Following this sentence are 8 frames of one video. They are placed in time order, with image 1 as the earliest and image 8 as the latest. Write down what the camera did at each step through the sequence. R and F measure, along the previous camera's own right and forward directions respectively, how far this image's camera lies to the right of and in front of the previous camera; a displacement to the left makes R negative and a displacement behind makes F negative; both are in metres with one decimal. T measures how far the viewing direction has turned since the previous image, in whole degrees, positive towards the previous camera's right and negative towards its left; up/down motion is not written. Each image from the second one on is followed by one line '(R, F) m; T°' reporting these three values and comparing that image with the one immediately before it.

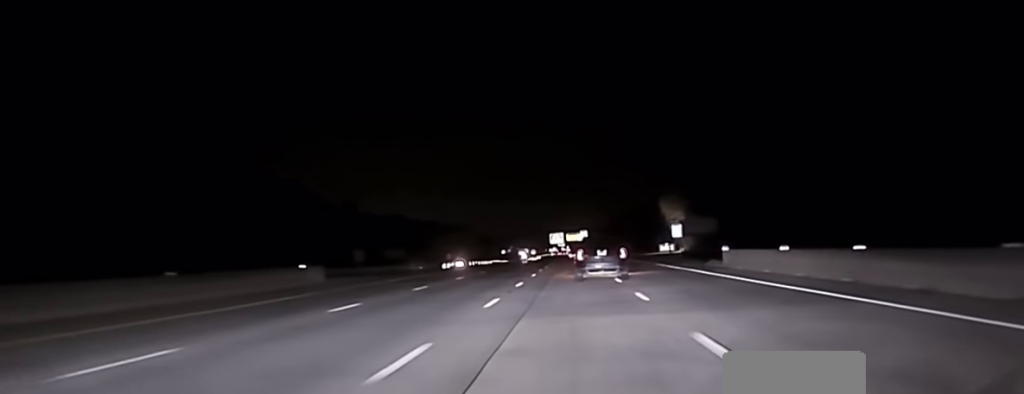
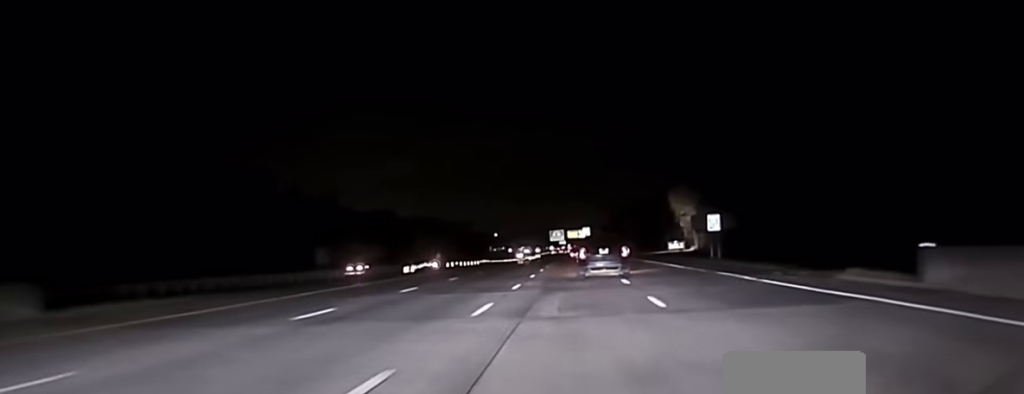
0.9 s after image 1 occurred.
(+0.1, +28.5) m; 0°
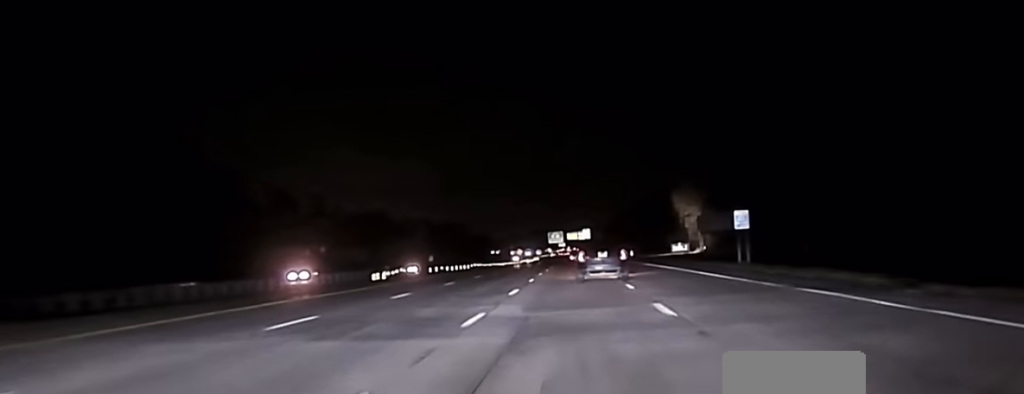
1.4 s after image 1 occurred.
(+0.1, +13.9) m; 0°
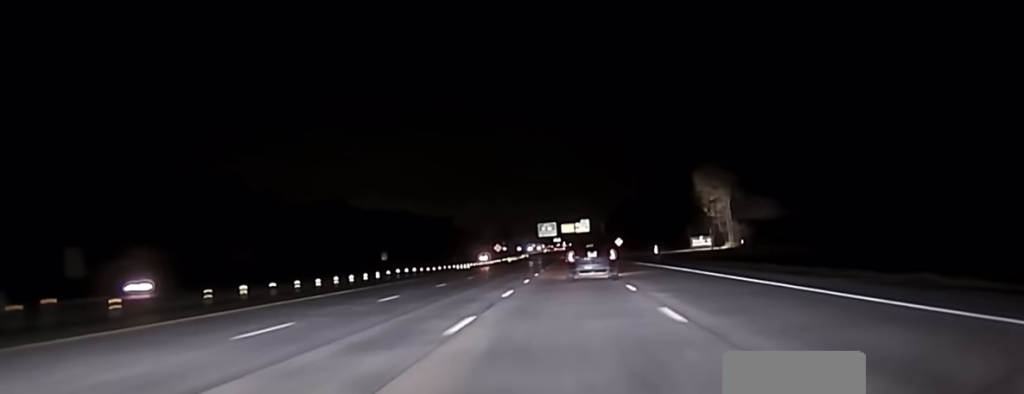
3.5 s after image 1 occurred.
(-0.9, +71.0) m; 0°
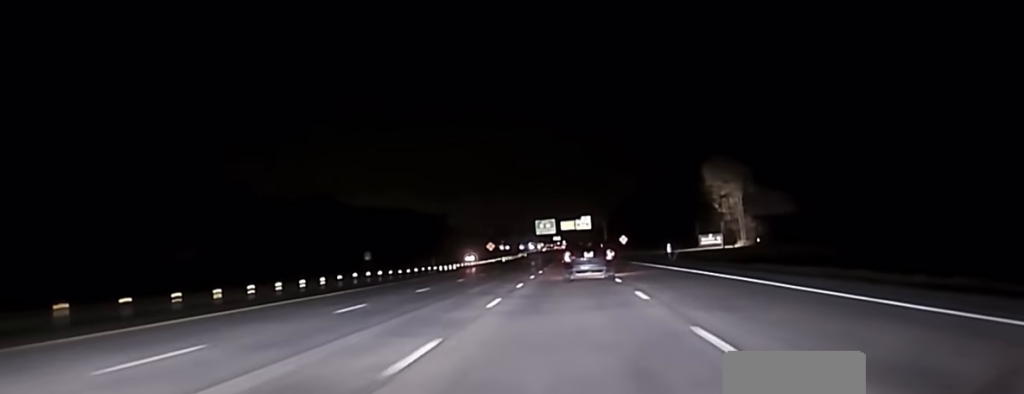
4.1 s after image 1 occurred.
(+0.3, +17.9) m; 0°
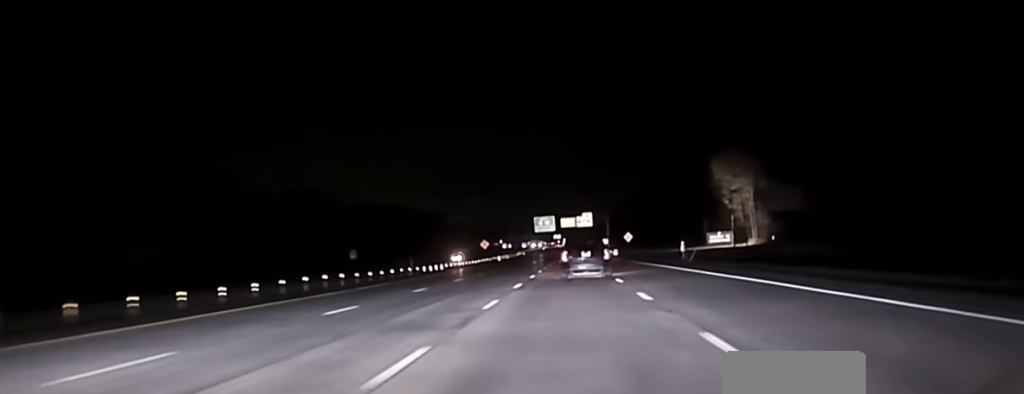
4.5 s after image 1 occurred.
(+0.1, +12.9) m; 0°
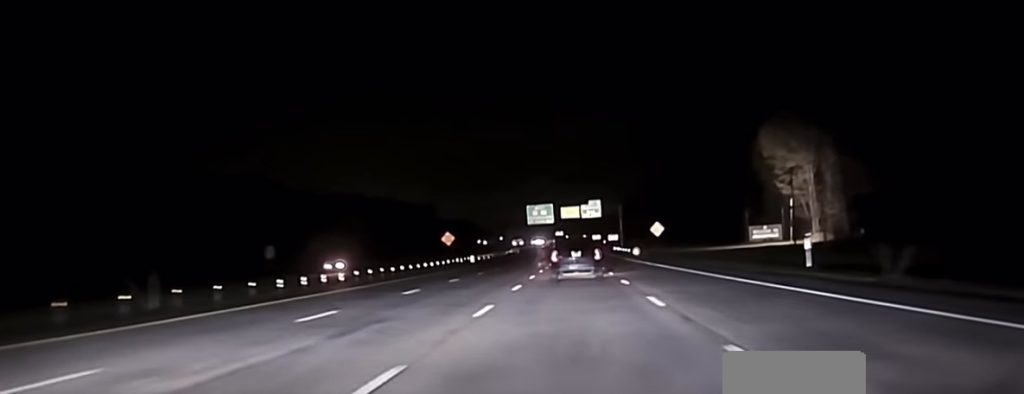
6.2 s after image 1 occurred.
(-0.4, +48.1) m; 0°
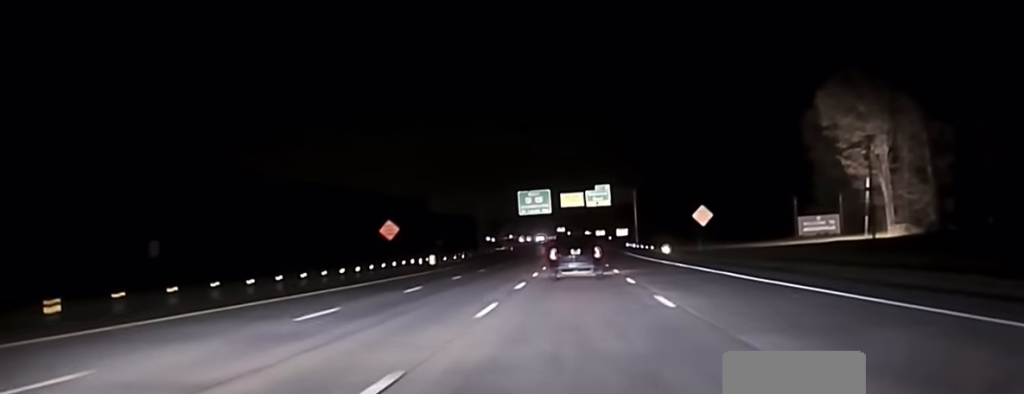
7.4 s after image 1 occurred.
(+0.1, +33.0) m; 0°
